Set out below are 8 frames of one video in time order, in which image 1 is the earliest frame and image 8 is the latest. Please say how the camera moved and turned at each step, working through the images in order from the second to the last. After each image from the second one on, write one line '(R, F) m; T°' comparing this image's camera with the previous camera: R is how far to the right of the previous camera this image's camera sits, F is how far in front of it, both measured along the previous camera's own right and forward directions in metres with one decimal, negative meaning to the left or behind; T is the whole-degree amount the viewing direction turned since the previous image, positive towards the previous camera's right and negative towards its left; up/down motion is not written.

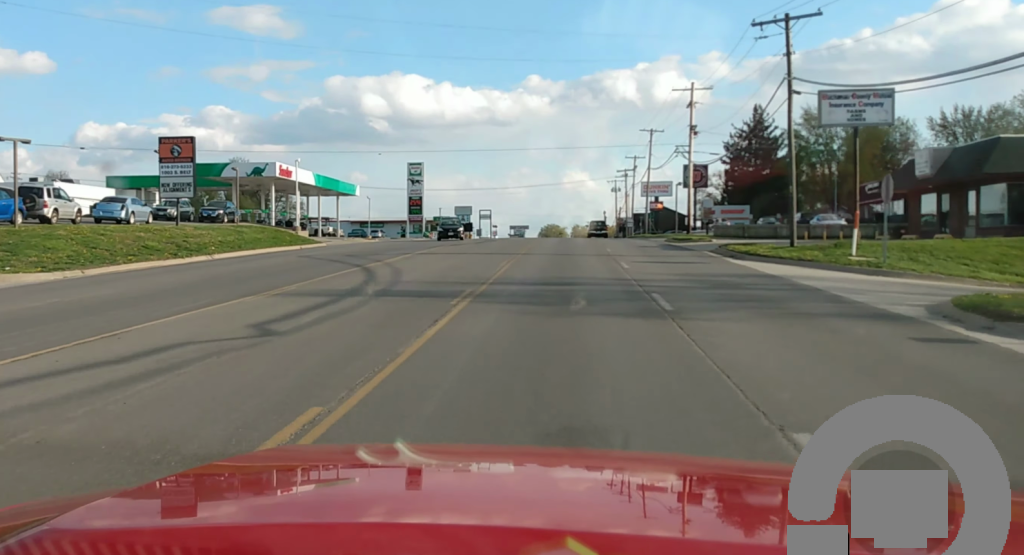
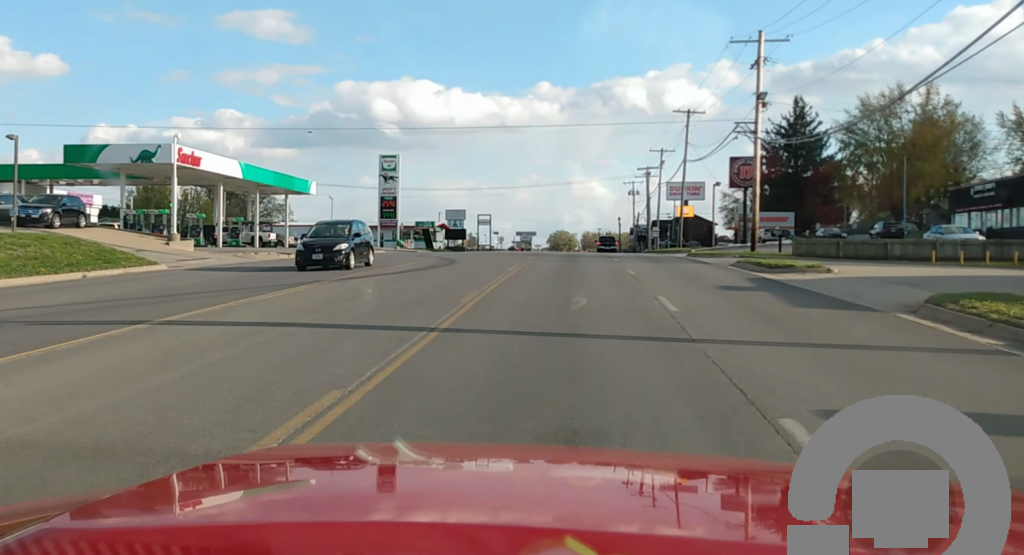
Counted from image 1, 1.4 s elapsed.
(+0.1, +23.2) m; +1°
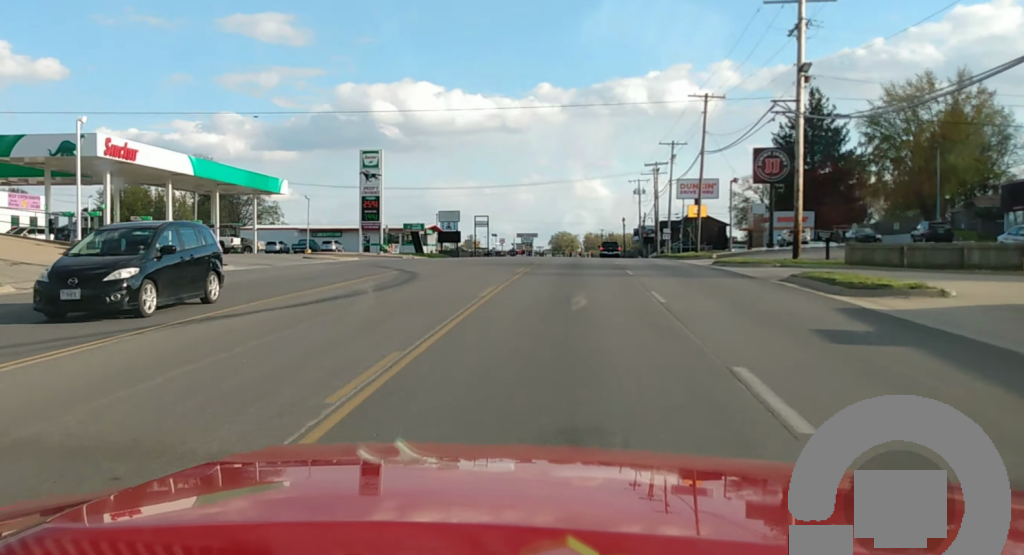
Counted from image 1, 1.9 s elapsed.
(0.0, +9.4) m; 0°
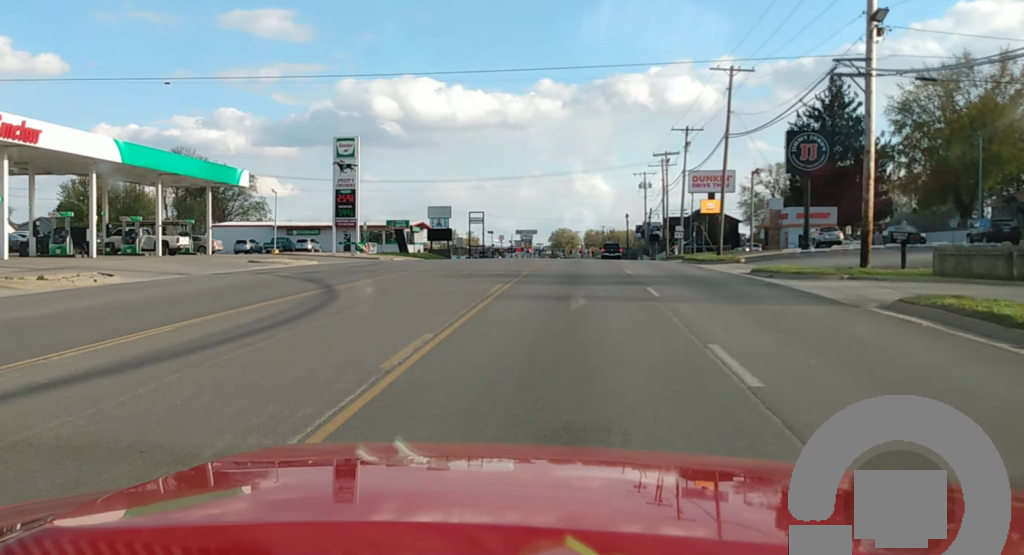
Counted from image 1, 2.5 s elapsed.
(+0.1, +10.0) m; 0°
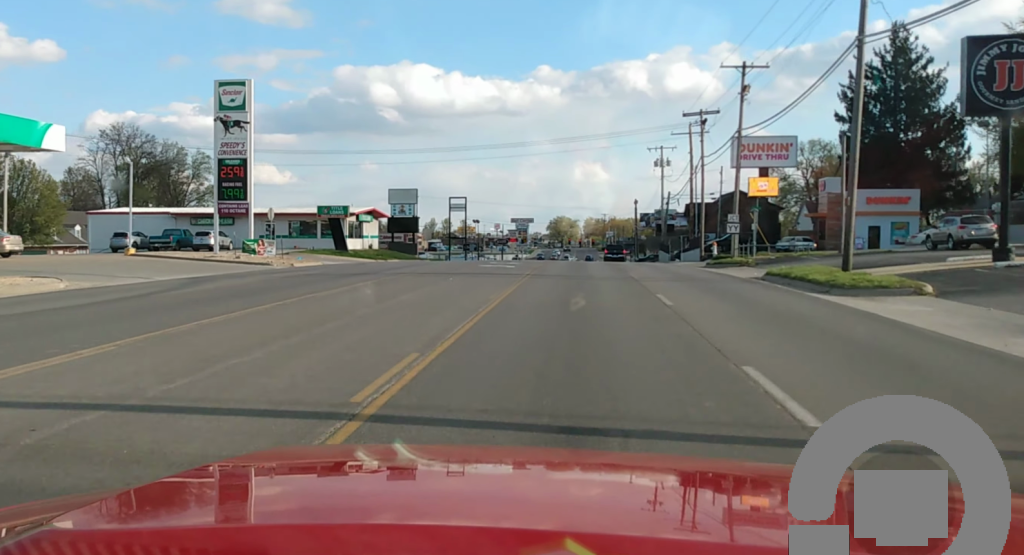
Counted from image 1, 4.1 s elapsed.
(-0.1, +26.6) m; +1°
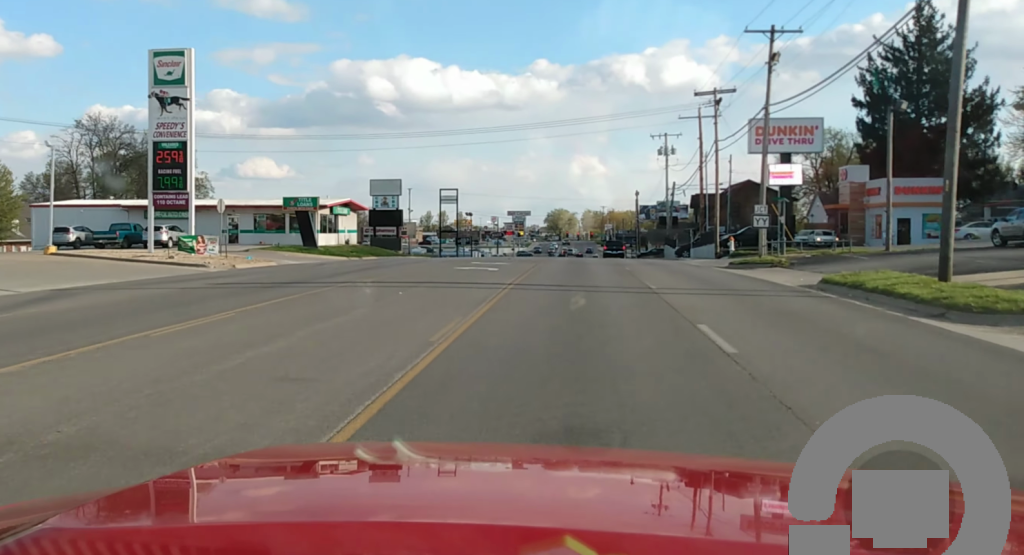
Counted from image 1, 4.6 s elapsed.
(0.0, +8.0) m; 0°
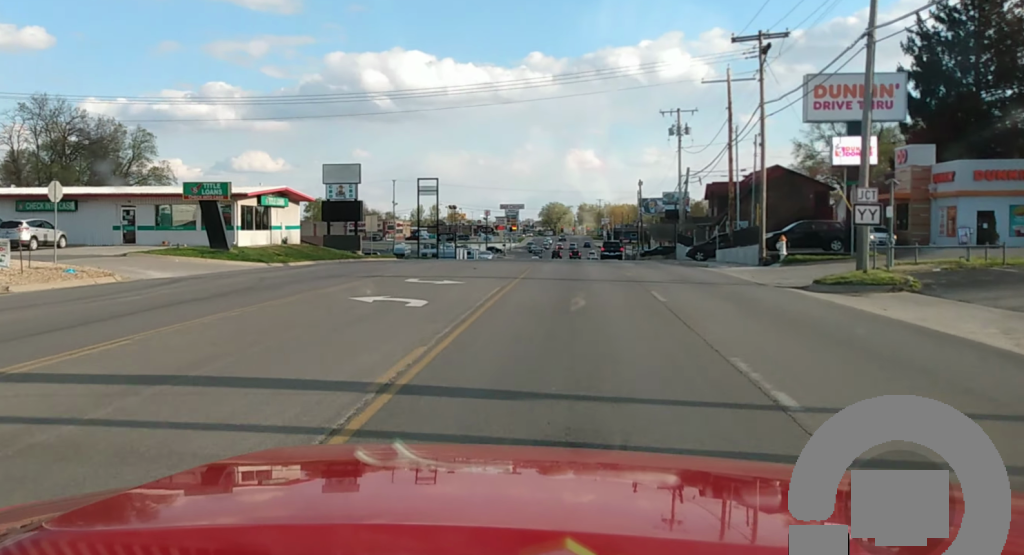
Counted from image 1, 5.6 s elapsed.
(0.0, +16.3) m; 0°
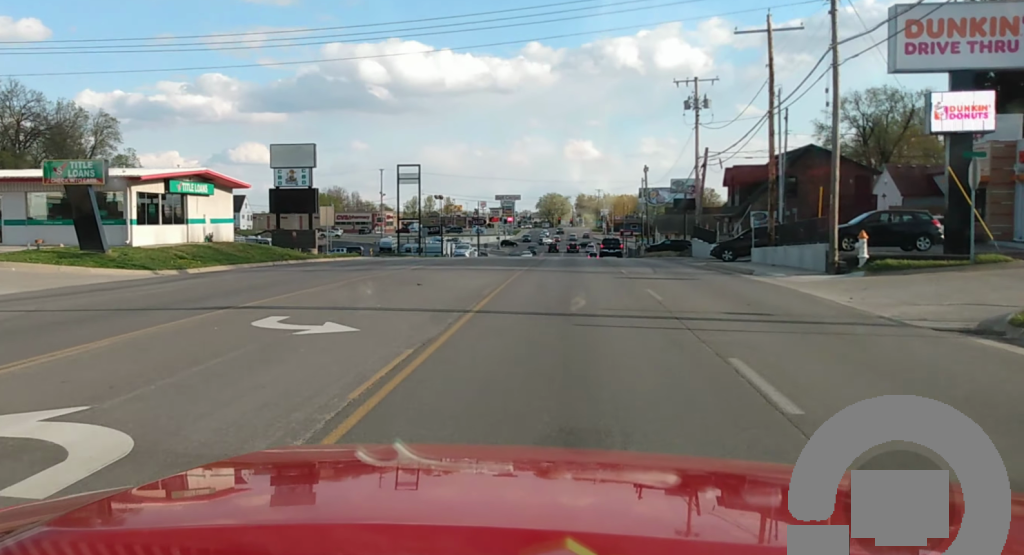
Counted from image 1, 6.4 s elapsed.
(0.0, +12.2) m; 0°
